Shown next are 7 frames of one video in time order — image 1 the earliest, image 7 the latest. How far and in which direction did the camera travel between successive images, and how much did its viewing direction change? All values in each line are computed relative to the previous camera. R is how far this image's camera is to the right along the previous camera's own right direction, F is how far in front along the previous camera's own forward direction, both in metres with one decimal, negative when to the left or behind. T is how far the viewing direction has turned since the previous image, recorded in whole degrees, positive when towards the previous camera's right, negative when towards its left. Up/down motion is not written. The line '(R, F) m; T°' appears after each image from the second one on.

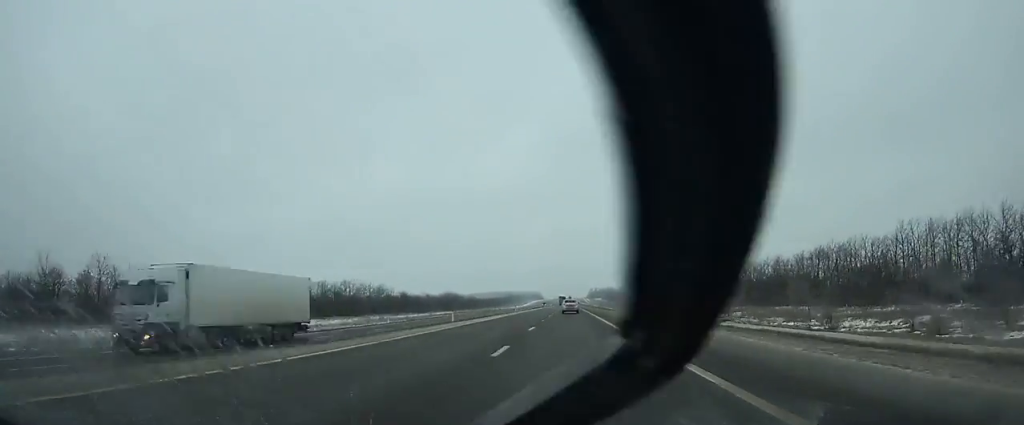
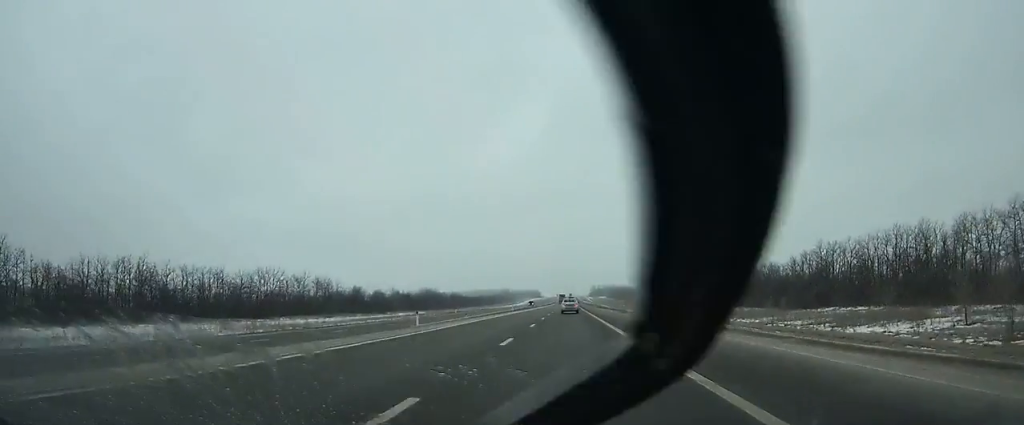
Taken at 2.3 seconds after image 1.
(0.0, +56.4) m; 0°
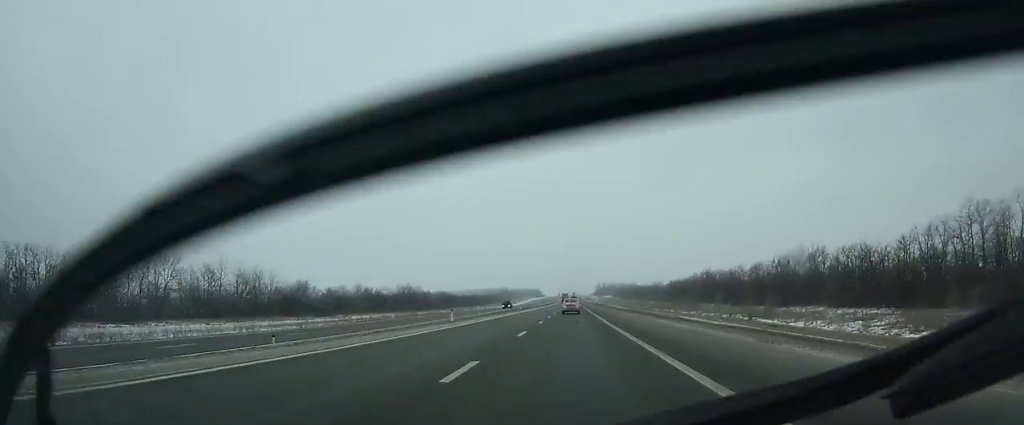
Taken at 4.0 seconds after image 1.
(-0.1, +41.8) m; 0°
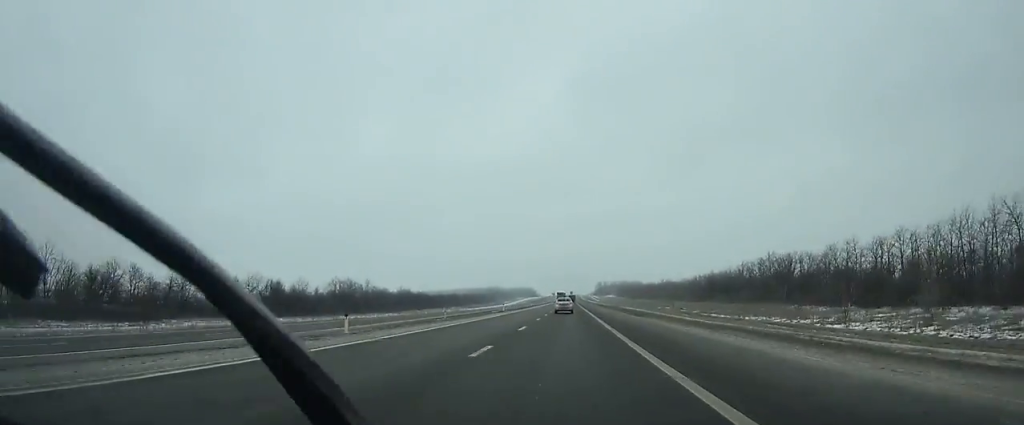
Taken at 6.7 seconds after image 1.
(+0.1, +66.2) m; 0°
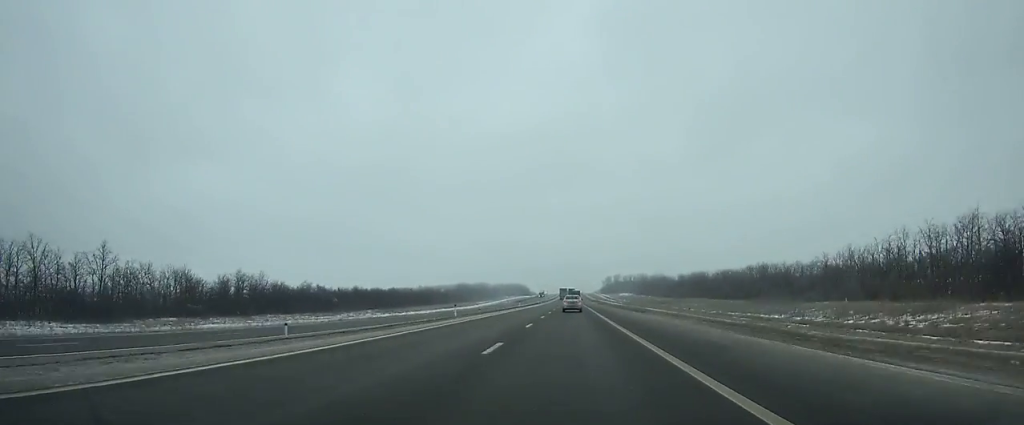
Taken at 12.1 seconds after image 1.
(-0.2, +132.1) m; 0°
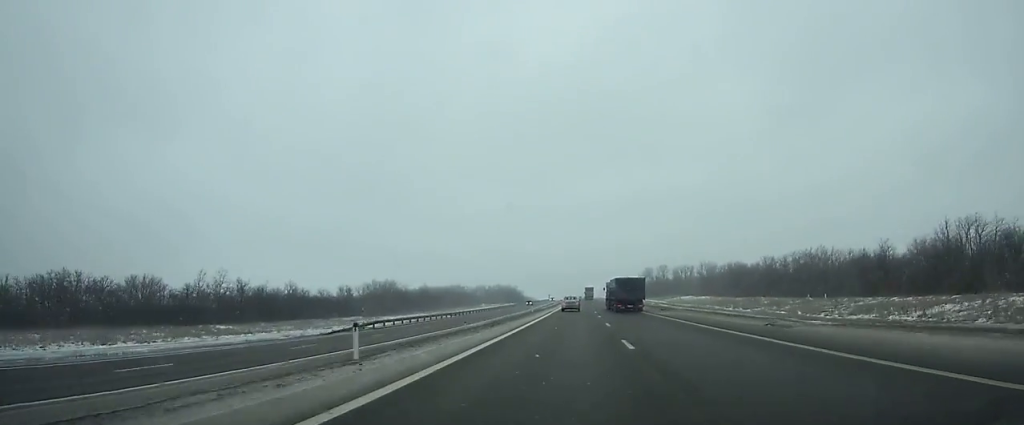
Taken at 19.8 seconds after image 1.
(-1.5, +198.5) m; 0°
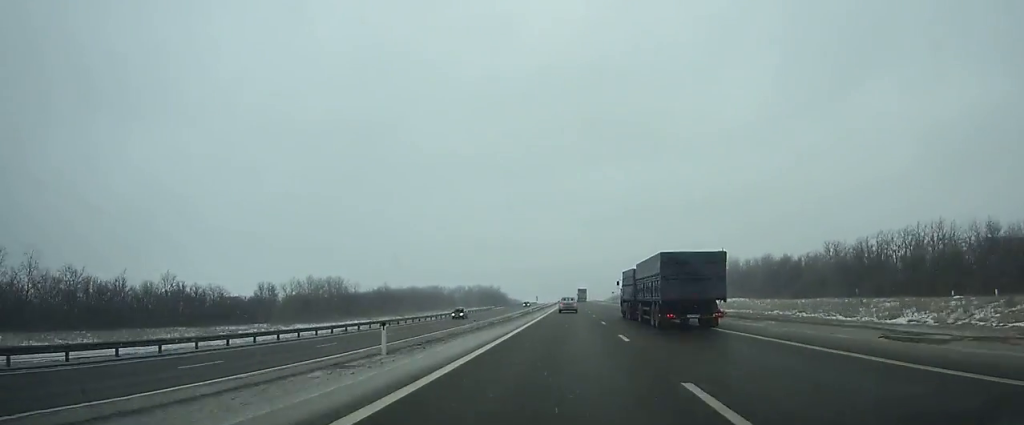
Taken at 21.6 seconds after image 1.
(+0.5, +47.0) m; +1°
